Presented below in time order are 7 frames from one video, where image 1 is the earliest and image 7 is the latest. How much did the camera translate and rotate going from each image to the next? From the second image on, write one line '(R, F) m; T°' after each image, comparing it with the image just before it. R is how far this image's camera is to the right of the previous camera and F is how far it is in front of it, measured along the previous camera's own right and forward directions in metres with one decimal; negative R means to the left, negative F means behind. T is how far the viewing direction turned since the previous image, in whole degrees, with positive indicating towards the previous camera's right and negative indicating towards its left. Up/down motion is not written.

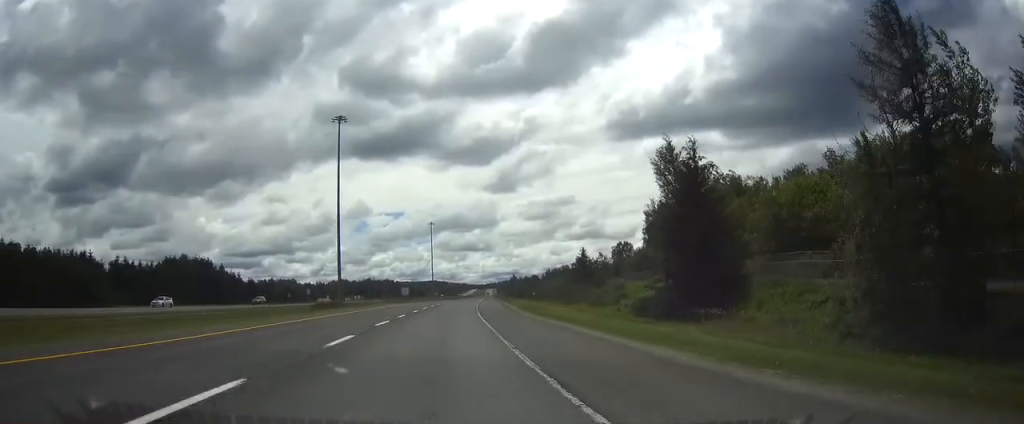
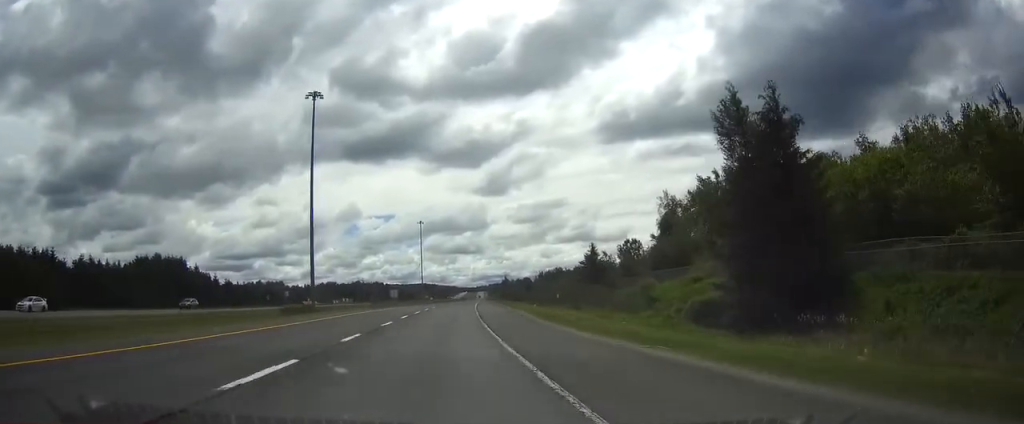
(0.0, +15.6) m; +1°
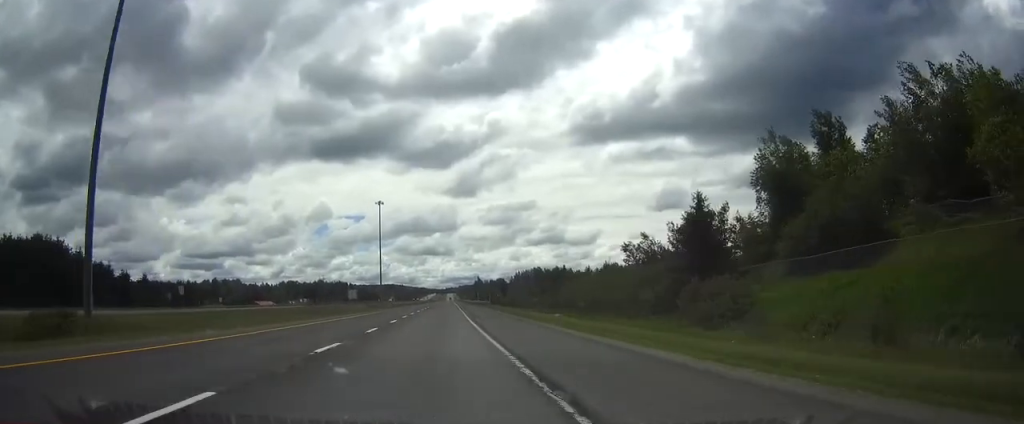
(+1.3, +56.8) m; +2°
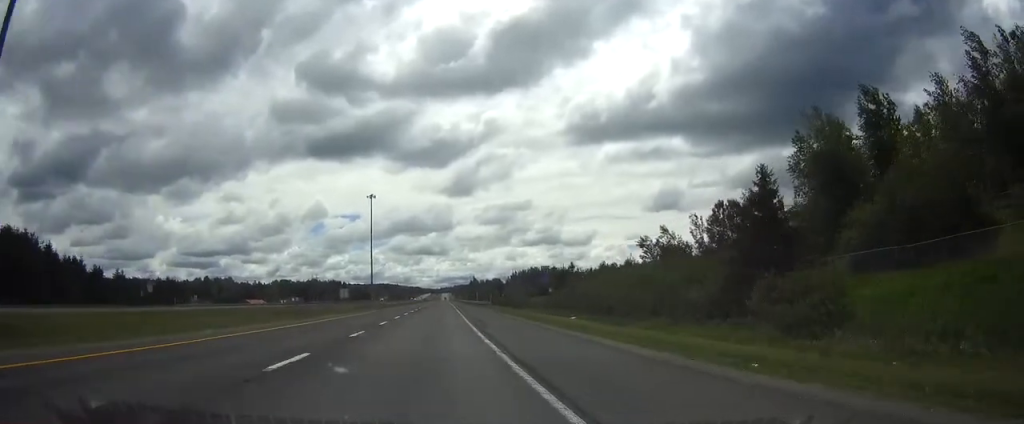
(0.0, +12.4) m; 0°
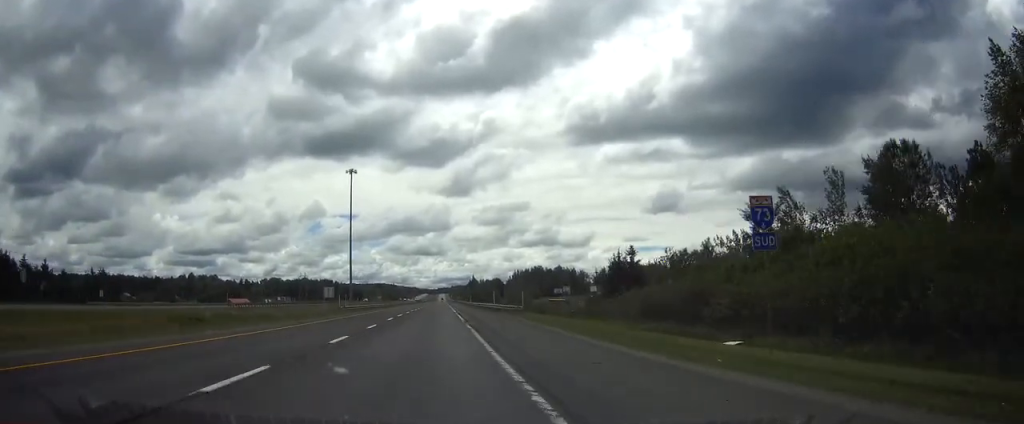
(+0.5, +38.2) m; +1°
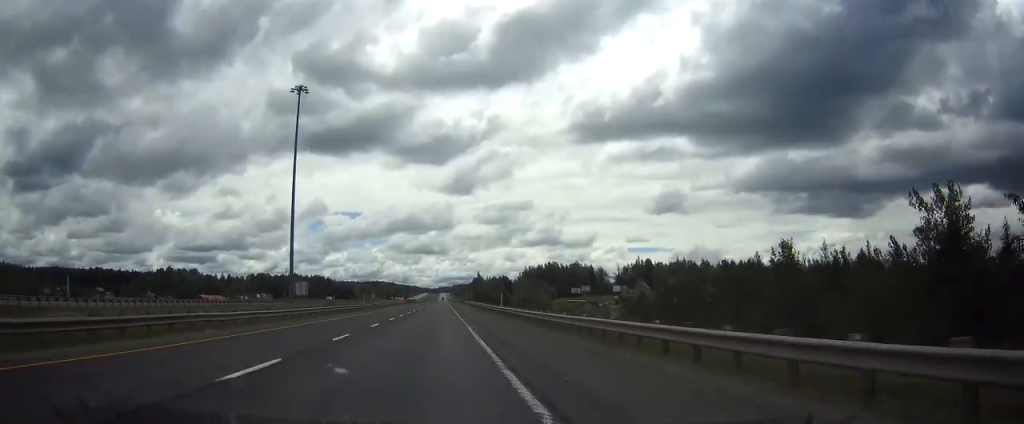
(+0.1, +61.4) m; 0°
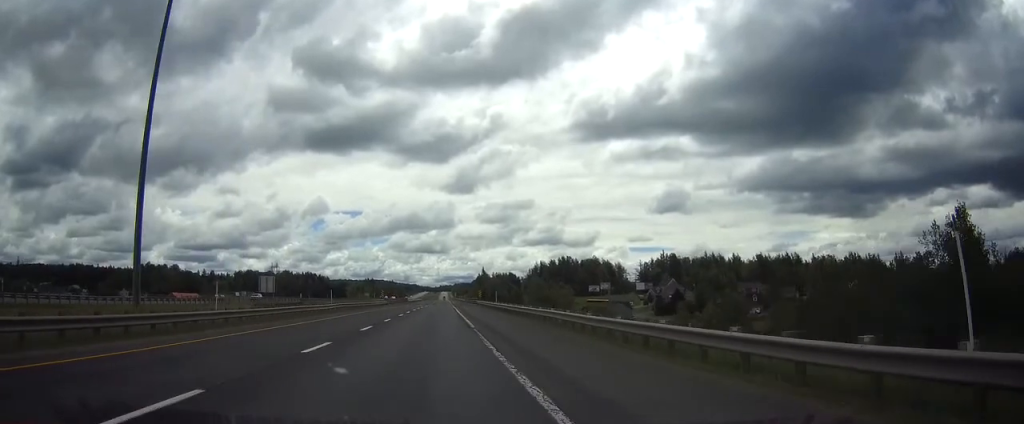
(-0.1, +49.2) m; 0°
